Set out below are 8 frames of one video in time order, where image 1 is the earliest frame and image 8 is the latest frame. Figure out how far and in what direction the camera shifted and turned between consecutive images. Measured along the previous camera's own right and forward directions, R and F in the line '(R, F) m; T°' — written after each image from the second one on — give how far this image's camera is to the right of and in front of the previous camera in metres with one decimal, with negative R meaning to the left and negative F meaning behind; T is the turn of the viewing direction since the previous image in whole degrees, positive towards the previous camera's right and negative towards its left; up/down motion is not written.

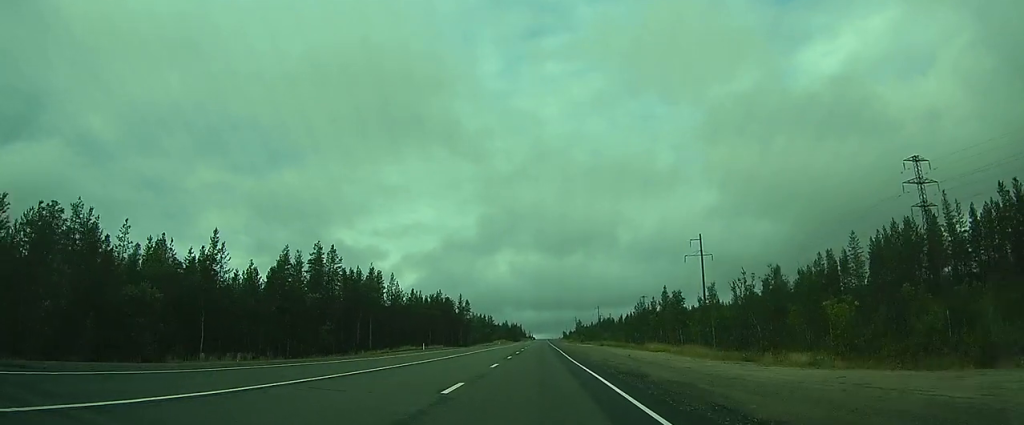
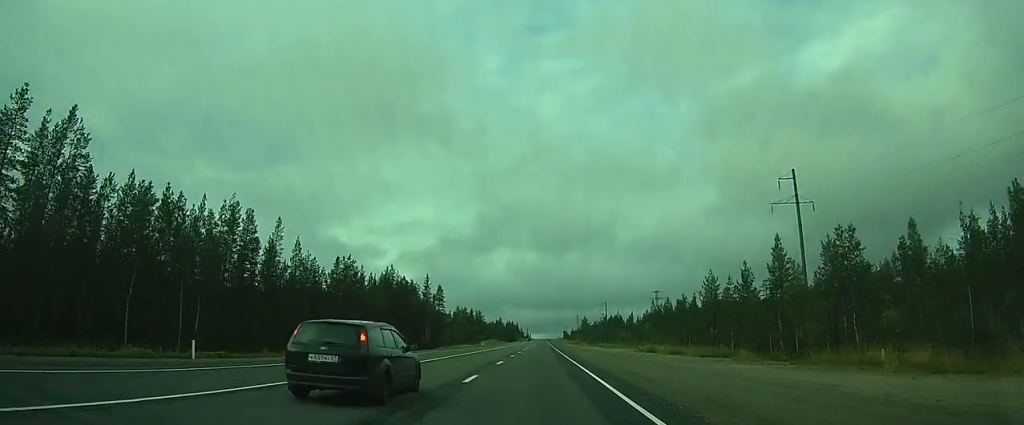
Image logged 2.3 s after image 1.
(+1.0, +44.5) m; +3°
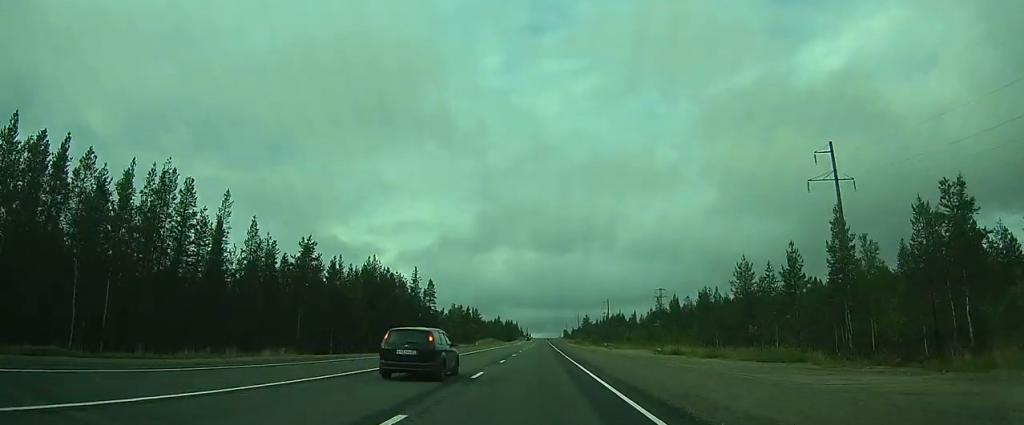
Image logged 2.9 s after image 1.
(+0.2, +9.7) m; +1°
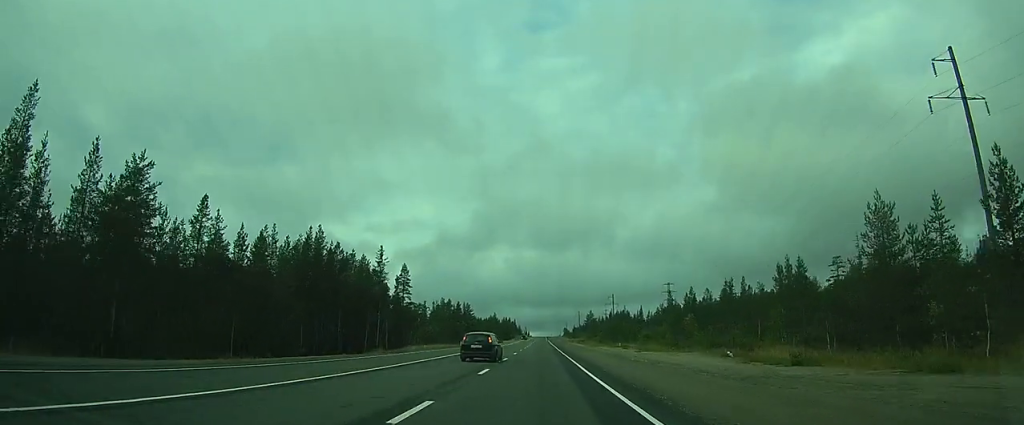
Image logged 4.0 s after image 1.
(+0.1, +20.5) m; 0°
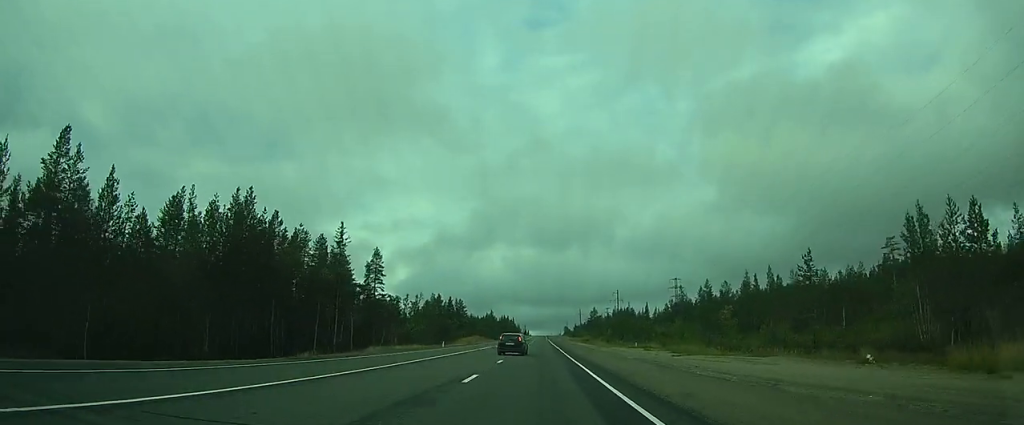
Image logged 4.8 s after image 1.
(-0.2, +15.2) m; -1°
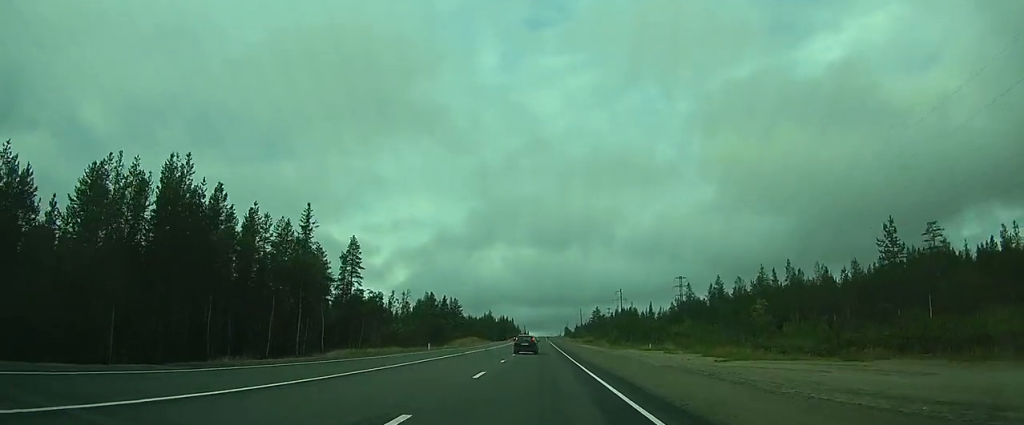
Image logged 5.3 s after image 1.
(-0.1, +9.2) m; 0°
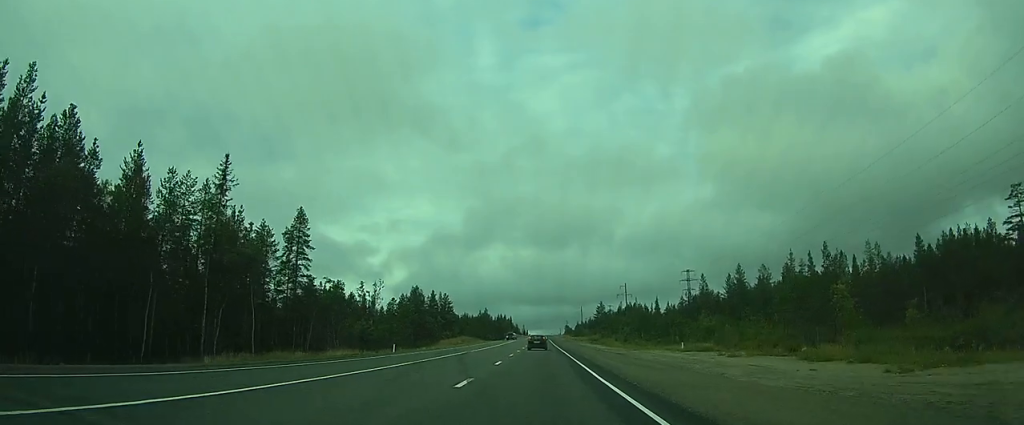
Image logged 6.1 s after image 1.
(0.0, +15.0) m; 0°
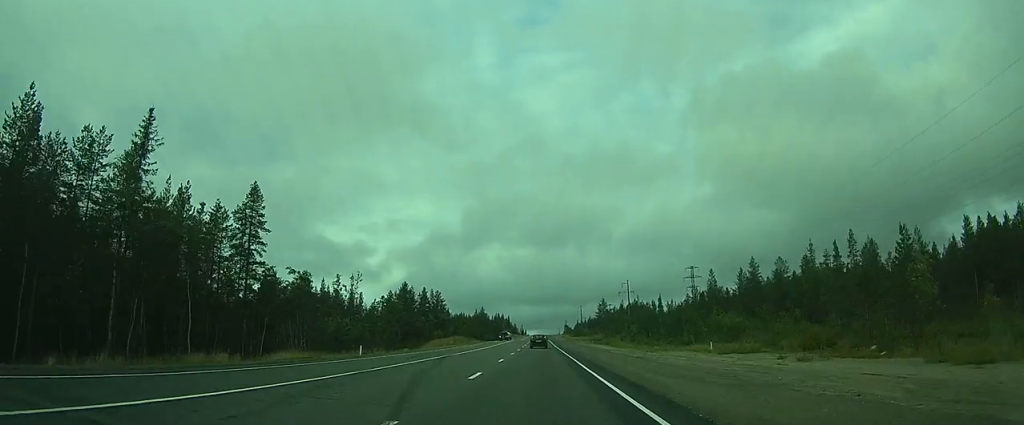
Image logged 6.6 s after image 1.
(-0.1, +8.9) m; 0°
